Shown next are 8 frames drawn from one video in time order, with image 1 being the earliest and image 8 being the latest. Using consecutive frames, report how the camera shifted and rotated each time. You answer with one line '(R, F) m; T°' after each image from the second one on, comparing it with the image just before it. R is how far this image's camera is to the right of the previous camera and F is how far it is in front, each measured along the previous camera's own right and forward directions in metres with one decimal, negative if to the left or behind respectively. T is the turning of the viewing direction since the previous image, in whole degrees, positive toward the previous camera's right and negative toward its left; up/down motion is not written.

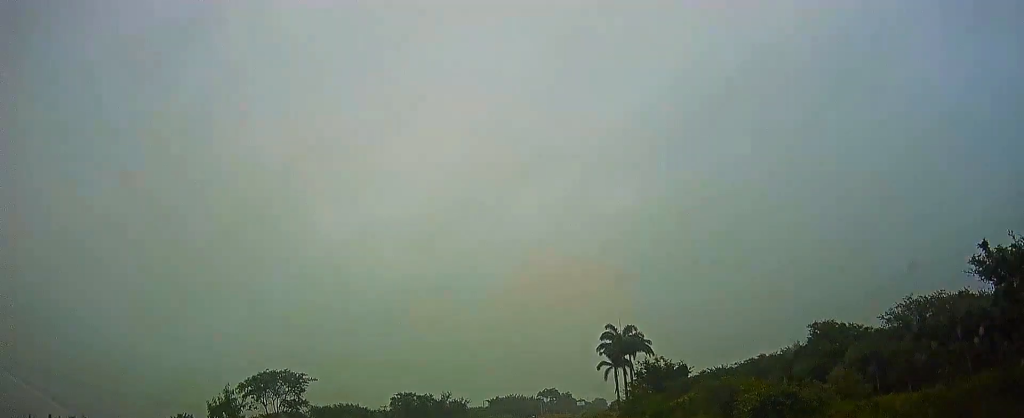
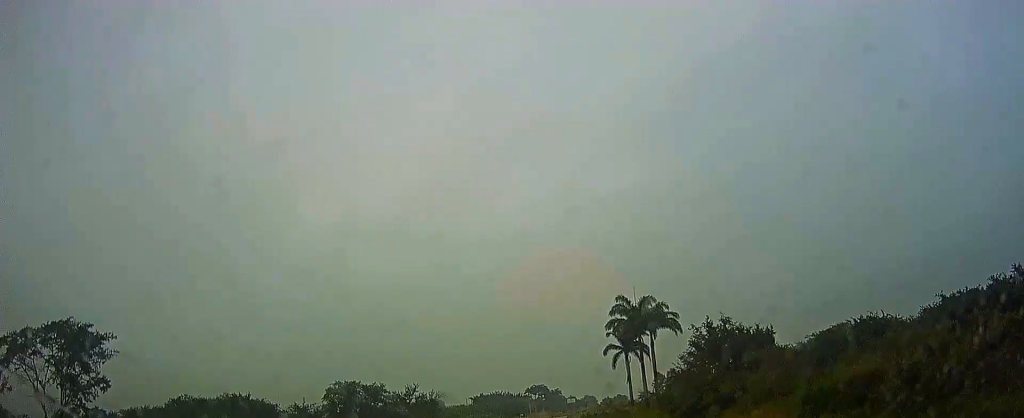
(0.0, +24.1) m; +1°
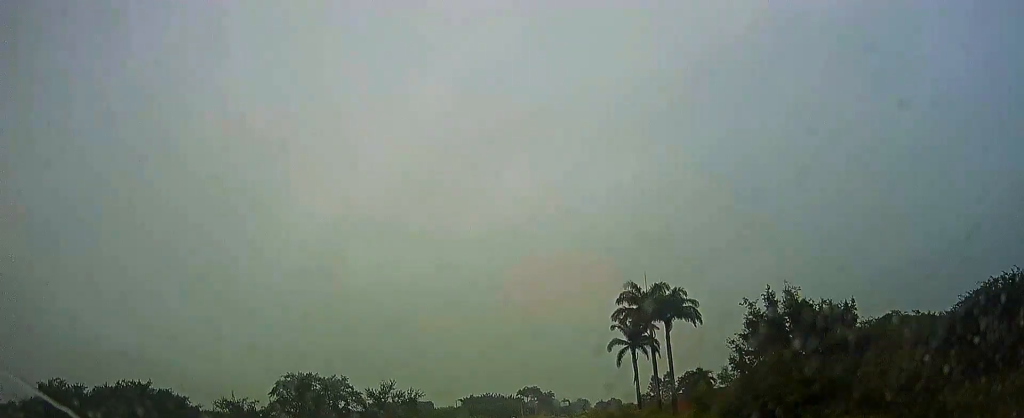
(0.0, +10.9) m; +1°
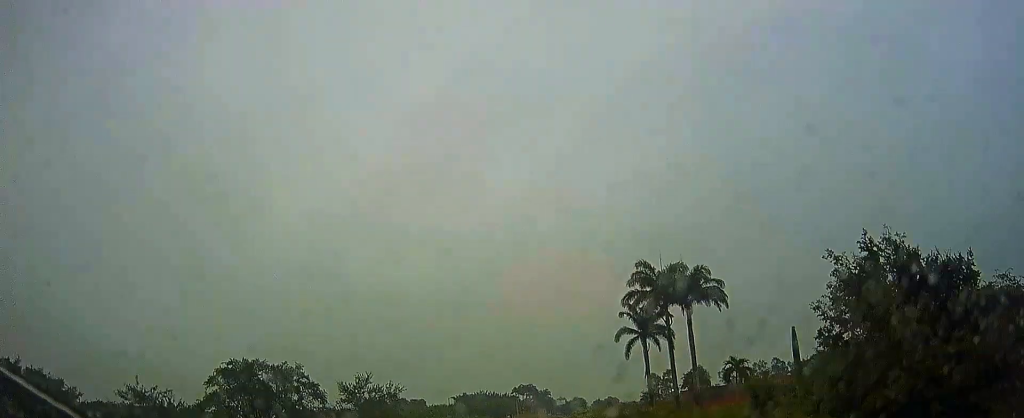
(+0.1, +9.6) m; 0°
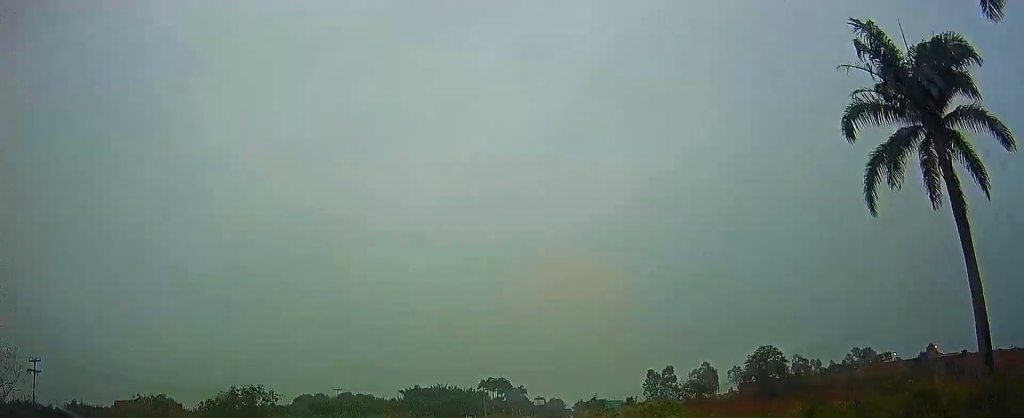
(+0.6, +57.1) m; +2°
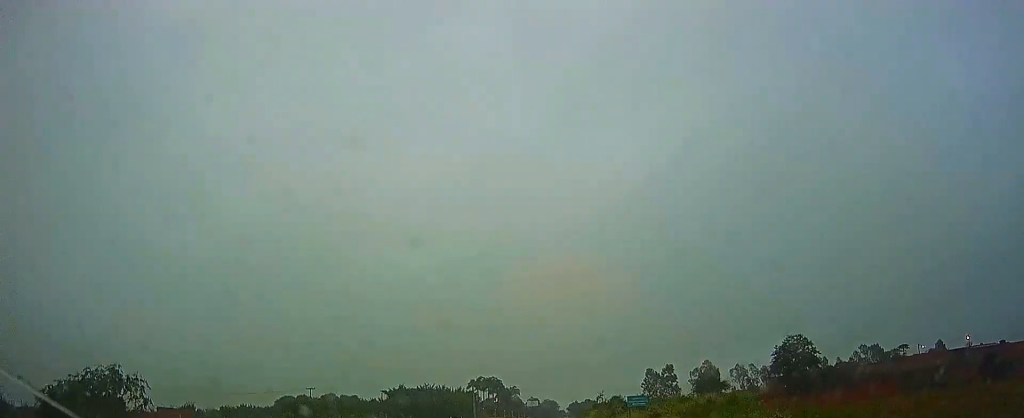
(+0.1, +13.4) m; +1°
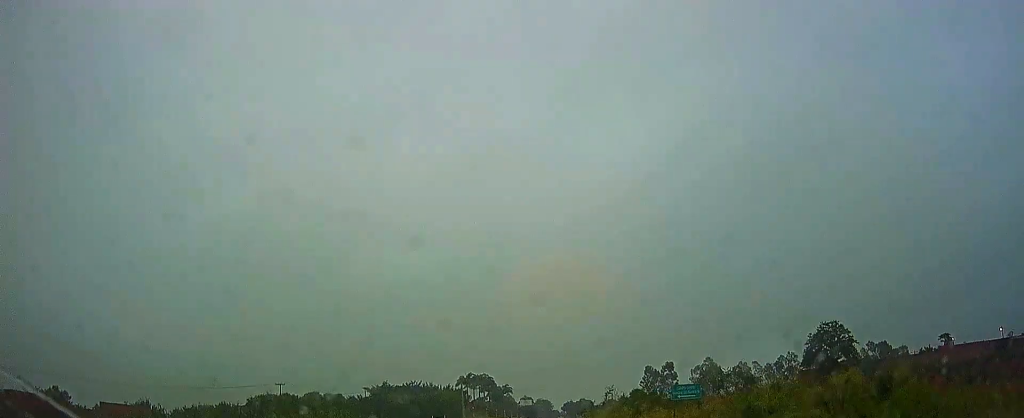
(-0.1, +12.0) m; +1°
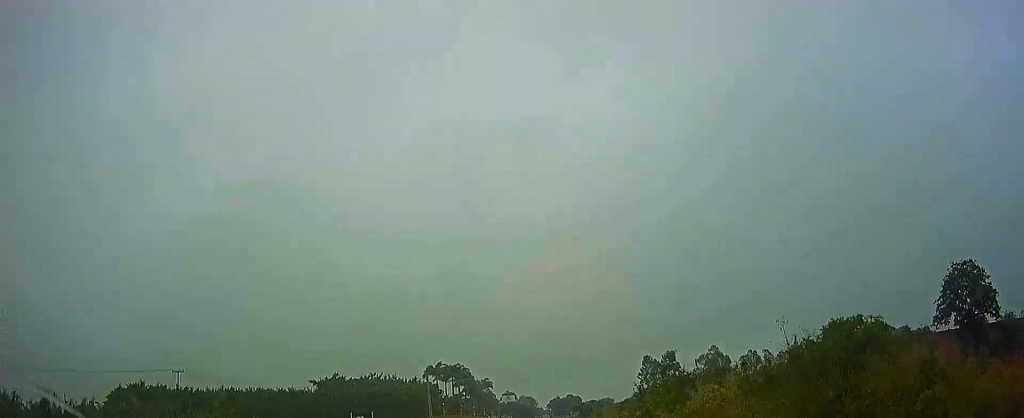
(+0.6, +30.0) m; +1°
